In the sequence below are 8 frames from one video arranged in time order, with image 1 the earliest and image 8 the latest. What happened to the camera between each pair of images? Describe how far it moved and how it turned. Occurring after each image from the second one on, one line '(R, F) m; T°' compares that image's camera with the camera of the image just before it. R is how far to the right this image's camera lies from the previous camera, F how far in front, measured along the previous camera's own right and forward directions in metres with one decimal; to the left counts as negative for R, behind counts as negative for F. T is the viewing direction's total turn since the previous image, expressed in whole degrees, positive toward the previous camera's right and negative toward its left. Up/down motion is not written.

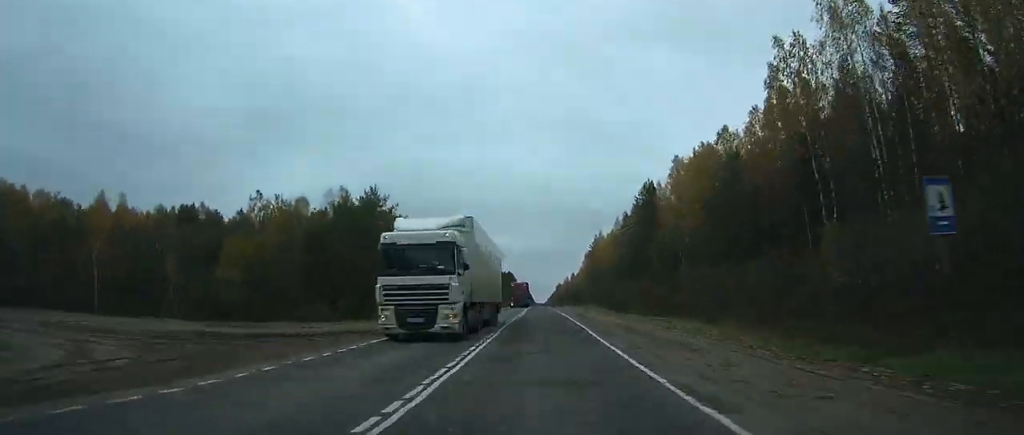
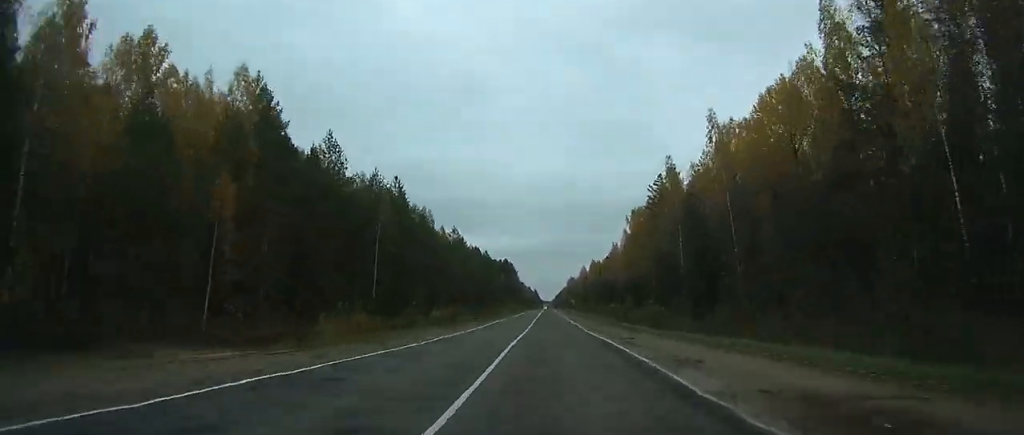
(-12.6, +115.1) m; -8°
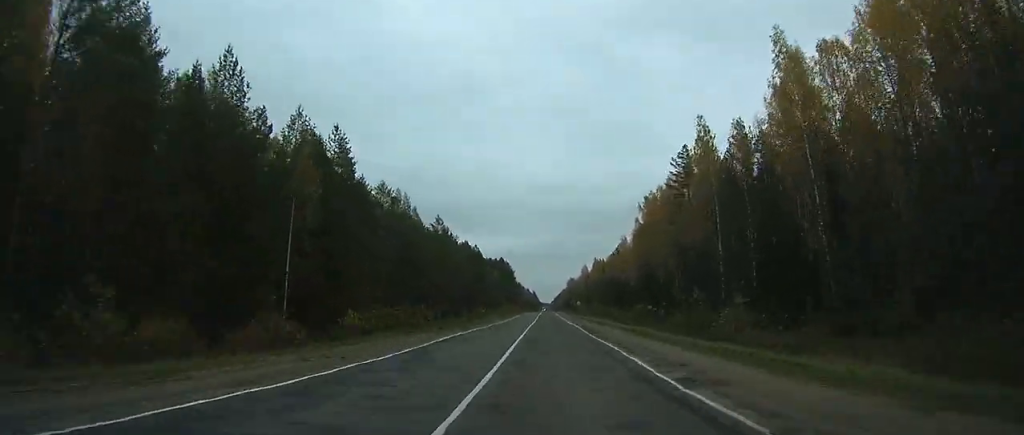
(+0.6, +22.8) m; +2°
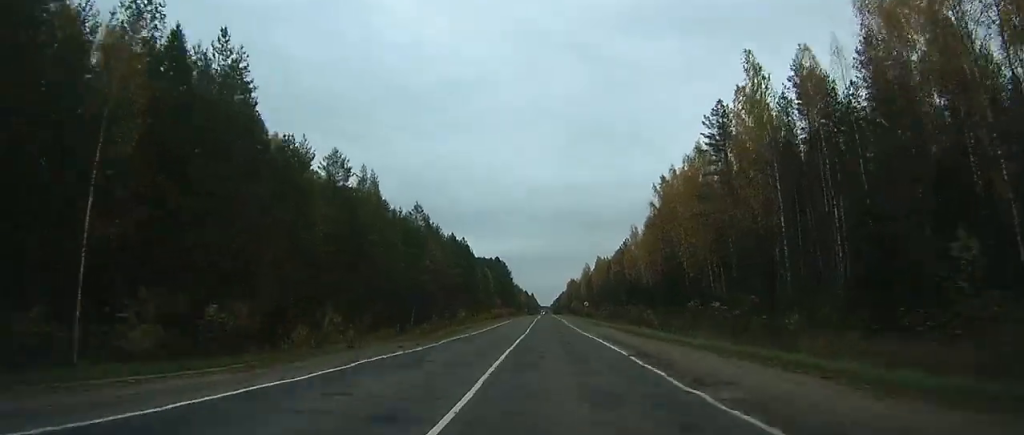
(+0.3, +22.5) m; +1°
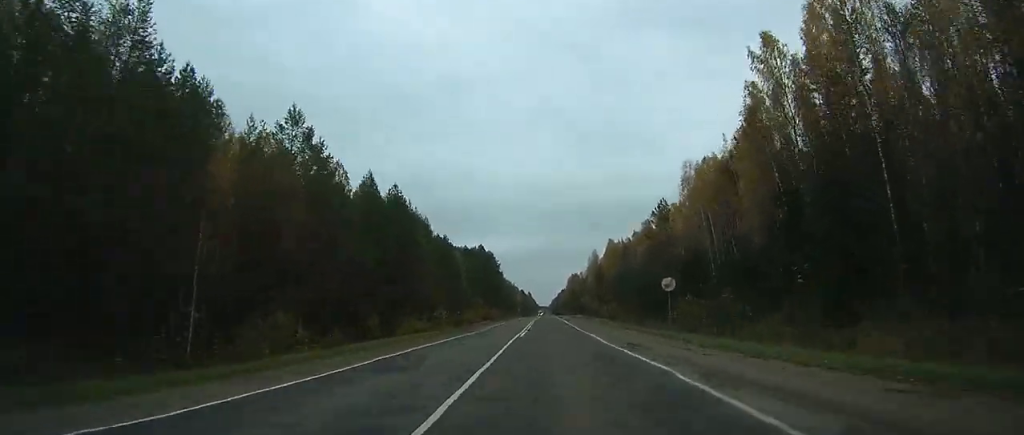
(+0.7, +61.1) m; +1°
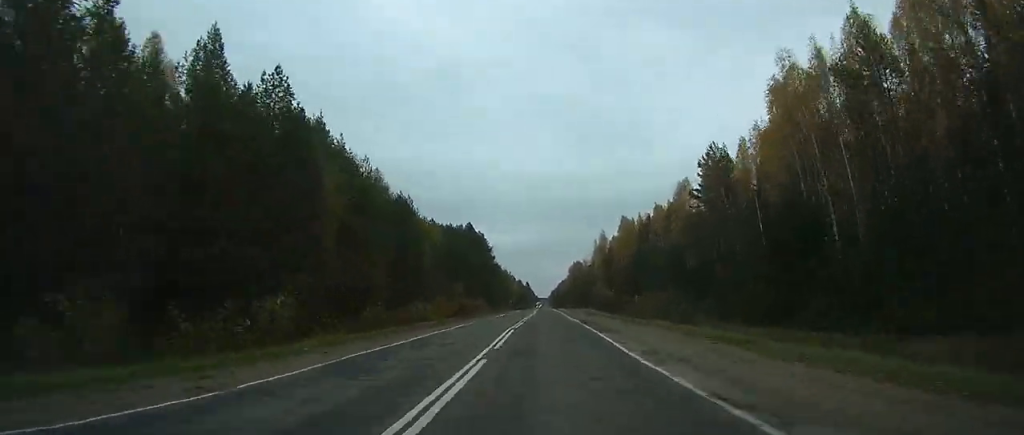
(+0.1, +36.3) m; 0°
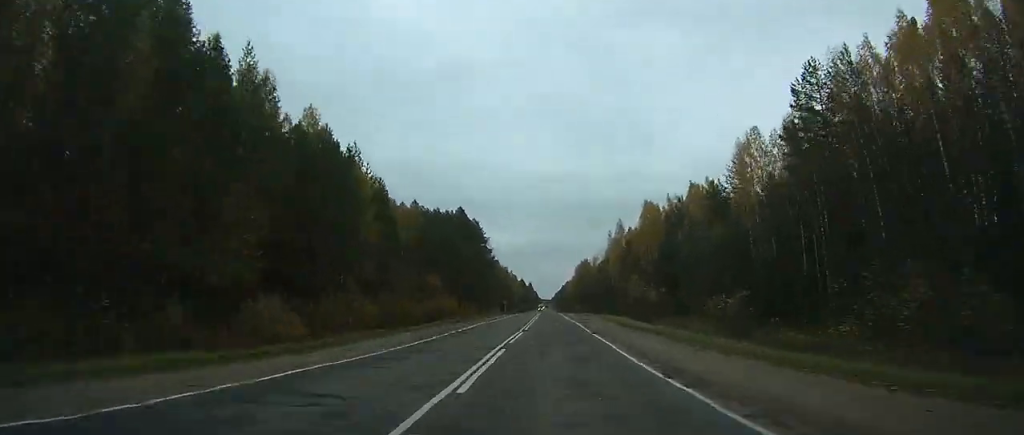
(+0.1, +30.8) m; 0°
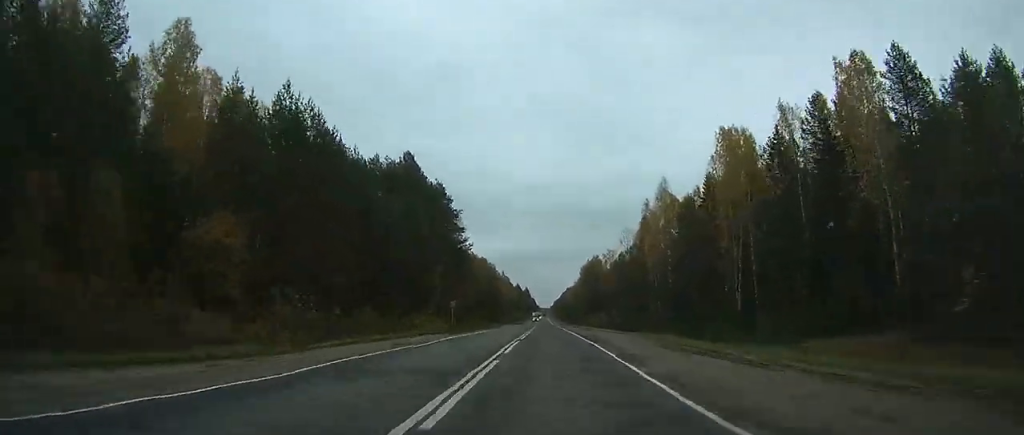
(-0.1, +60.5) m; 0°
